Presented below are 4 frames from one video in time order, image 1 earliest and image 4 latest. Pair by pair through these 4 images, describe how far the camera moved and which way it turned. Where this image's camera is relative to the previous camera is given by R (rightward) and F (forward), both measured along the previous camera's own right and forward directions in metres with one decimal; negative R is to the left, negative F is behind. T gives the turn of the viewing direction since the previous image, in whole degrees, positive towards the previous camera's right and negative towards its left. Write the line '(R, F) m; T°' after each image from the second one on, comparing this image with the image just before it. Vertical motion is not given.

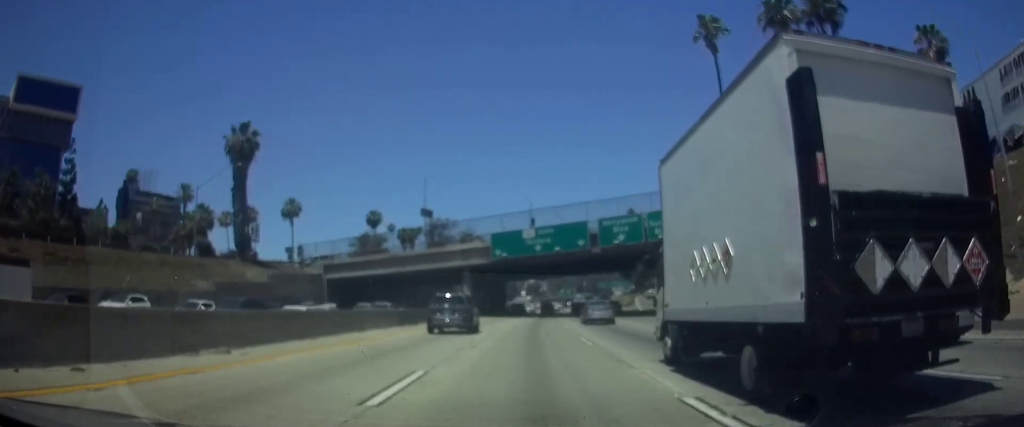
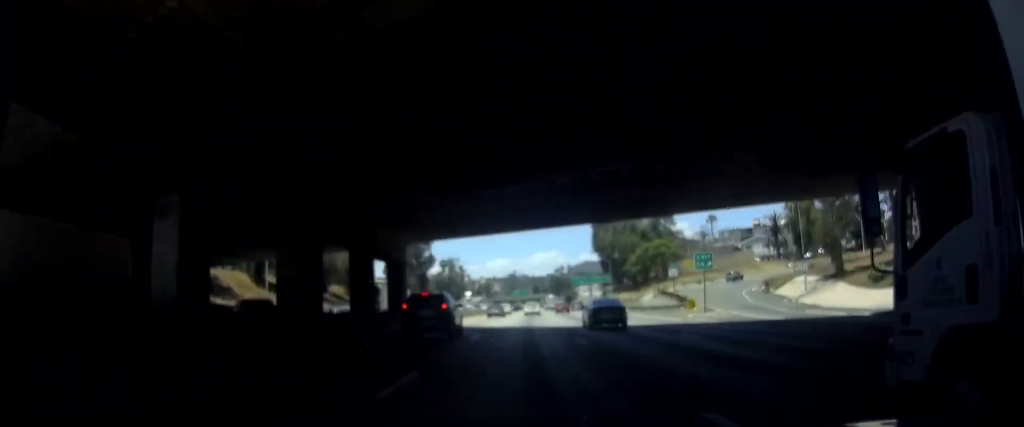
(+1.6, +59.2) m; +2°
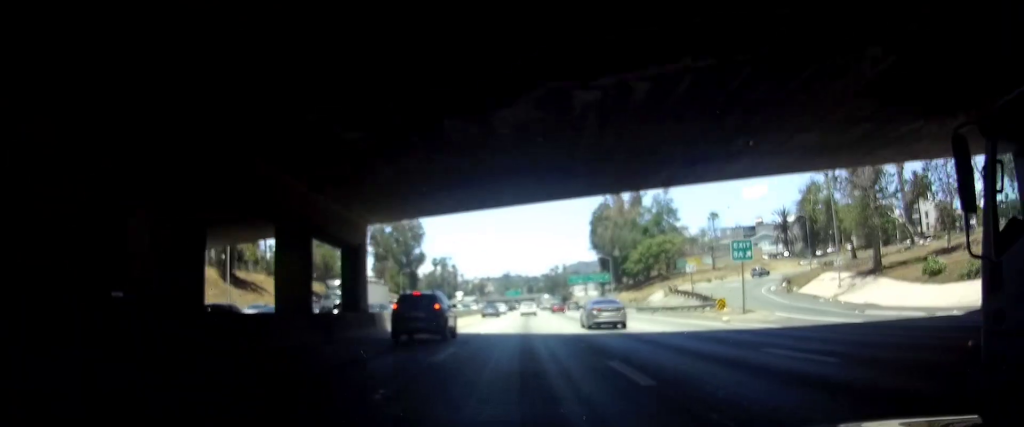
(-0.1, +8.6) m; 0°
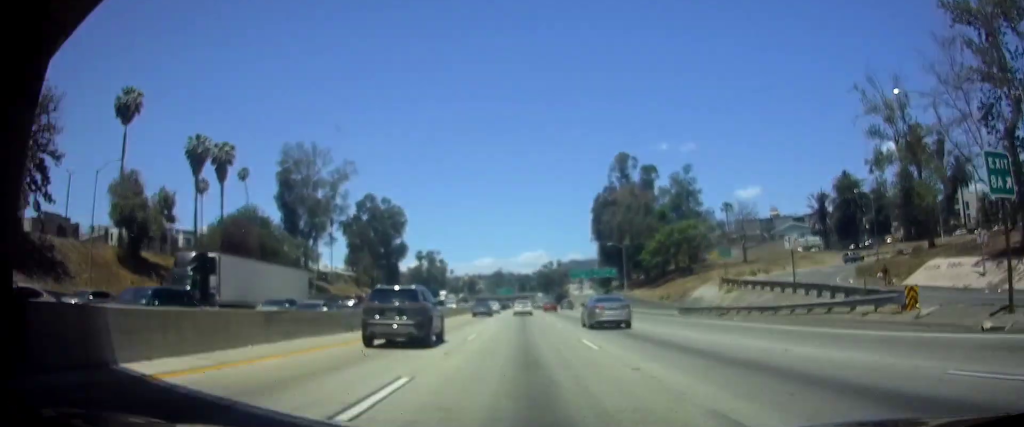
(+0.4, +22.0) m; +1°
